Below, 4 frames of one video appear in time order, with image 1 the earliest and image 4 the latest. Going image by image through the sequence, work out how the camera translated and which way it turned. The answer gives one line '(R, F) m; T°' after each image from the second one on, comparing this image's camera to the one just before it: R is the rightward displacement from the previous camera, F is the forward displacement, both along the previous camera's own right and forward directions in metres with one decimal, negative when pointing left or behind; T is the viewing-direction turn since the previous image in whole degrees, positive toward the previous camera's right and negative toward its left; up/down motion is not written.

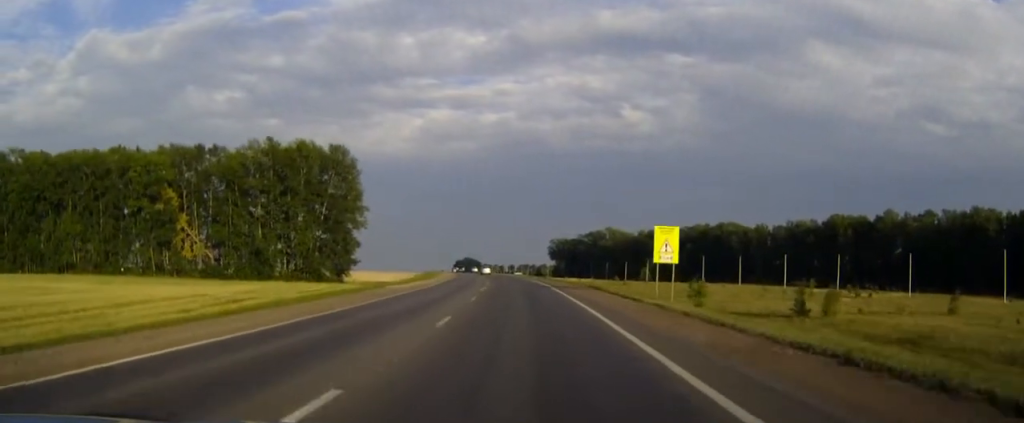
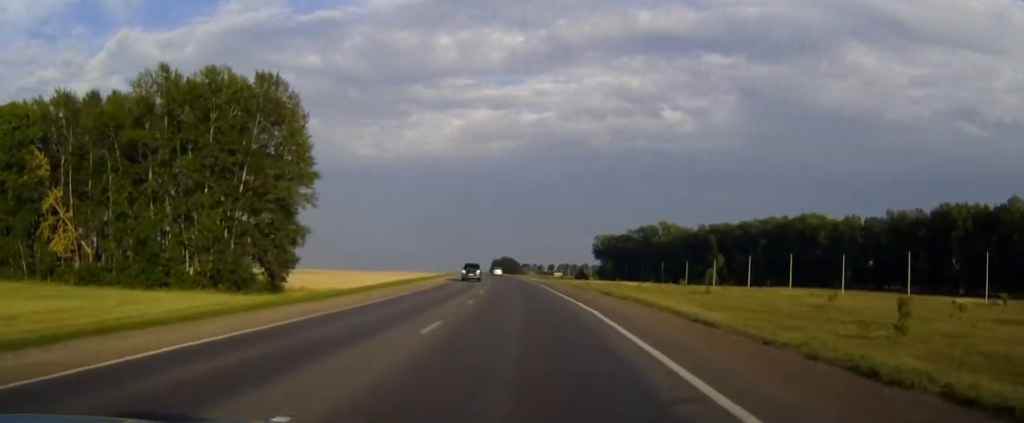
(-1.2, +49.7) m; -3°
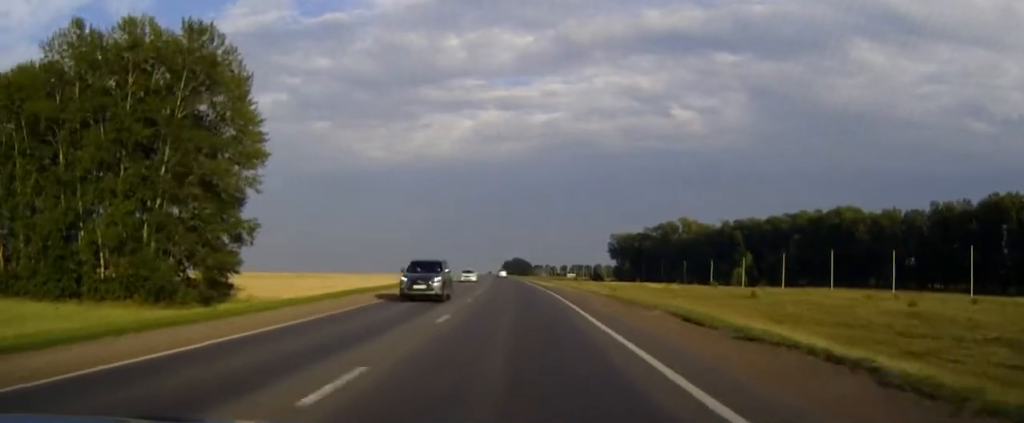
(-0.2, +20.0) m; -1°
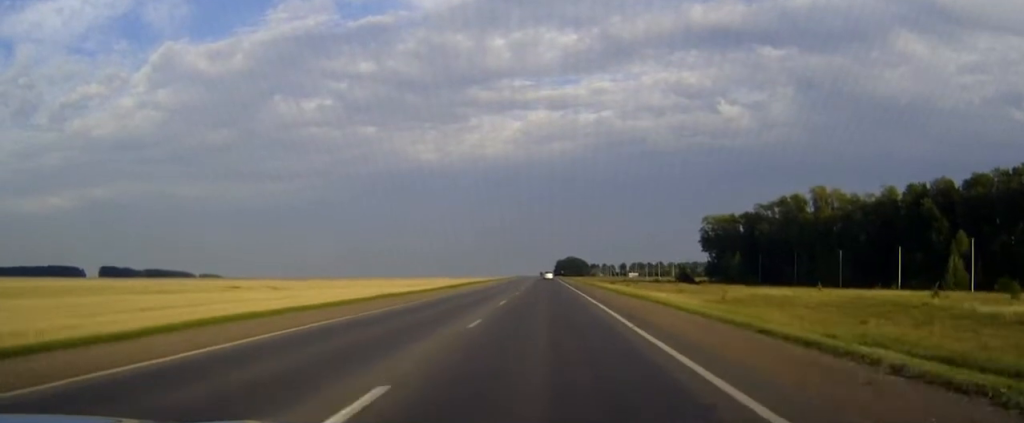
(-3.3, +98.4) m; -2°
